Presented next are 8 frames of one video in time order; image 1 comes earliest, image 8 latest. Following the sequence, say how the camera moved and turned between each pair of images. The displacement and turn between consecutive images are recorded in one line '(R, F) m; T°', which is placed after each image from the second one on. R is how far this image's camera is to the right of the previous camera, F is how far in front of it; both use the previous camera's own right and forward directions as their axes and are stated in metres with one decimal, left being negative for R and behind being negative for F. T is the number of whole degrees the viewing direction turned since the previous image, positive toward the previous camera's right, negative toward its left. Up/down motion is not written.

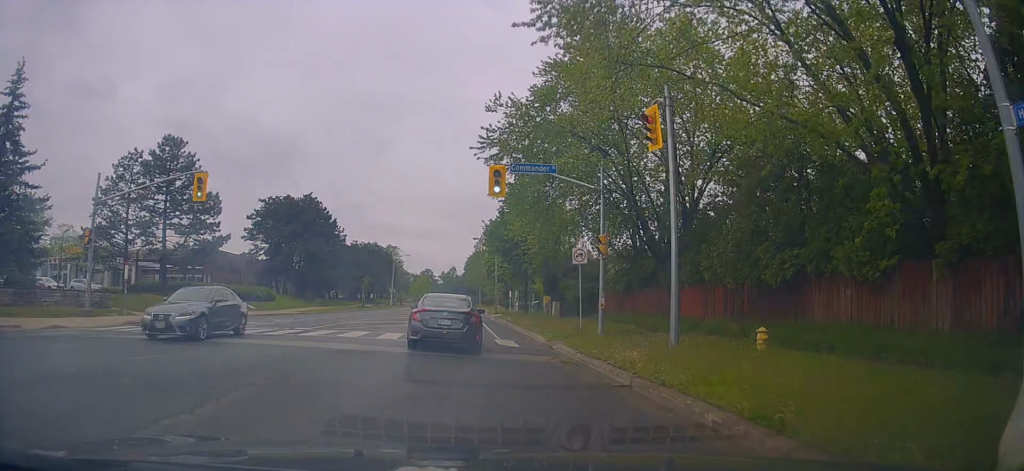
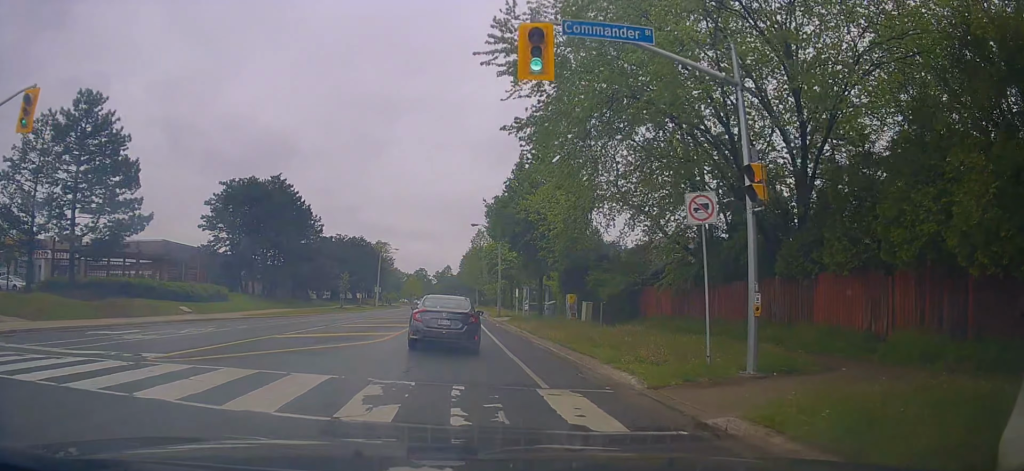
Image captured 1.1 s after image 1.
(-0.2, +11.3) m; -3°
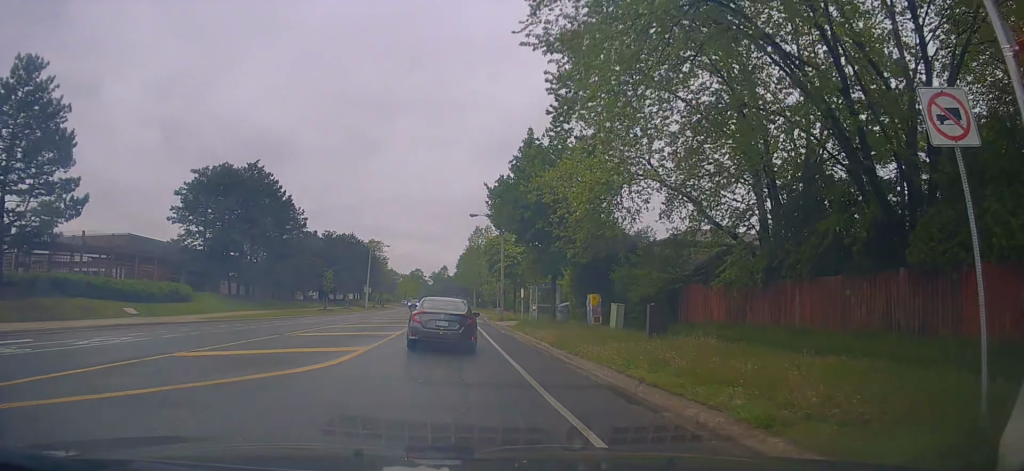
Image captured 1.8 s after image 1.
(-0.1, +6.3) m; +1°
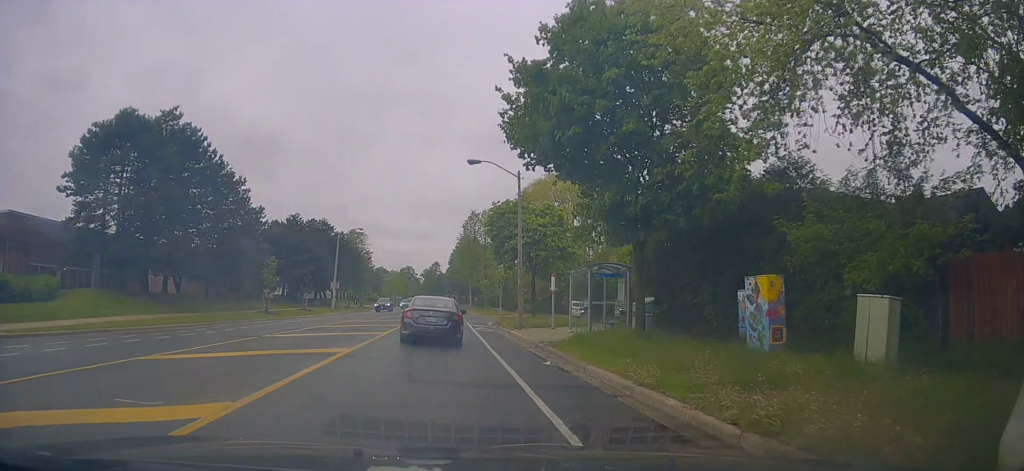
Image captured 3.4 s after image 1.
(+1.4, +16.2) m; +3°
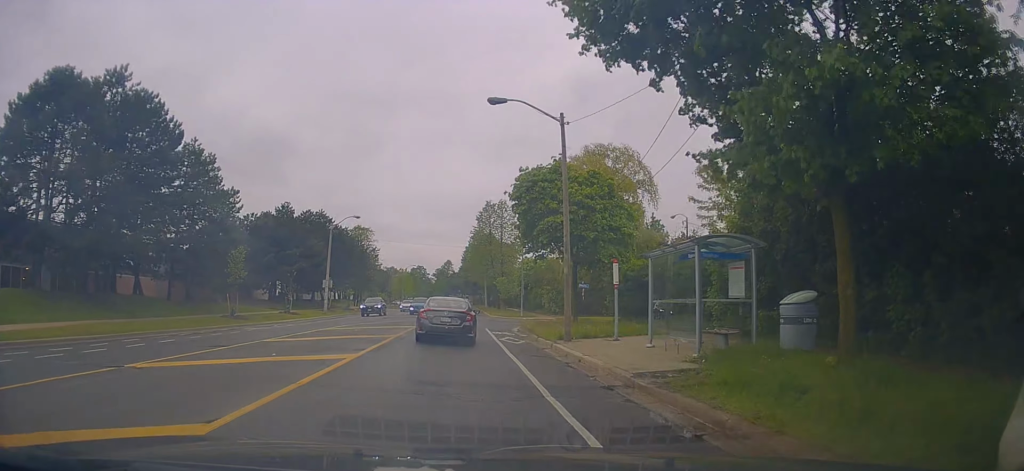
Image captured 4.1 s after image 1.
(-0.6, +8.0) m; -2°
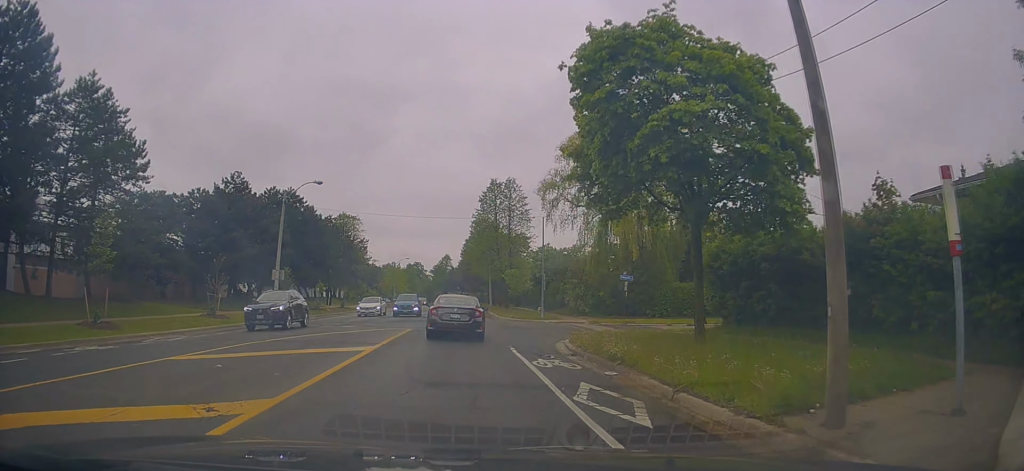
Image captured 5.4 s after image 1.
(0.0, +13.4) m; +4°
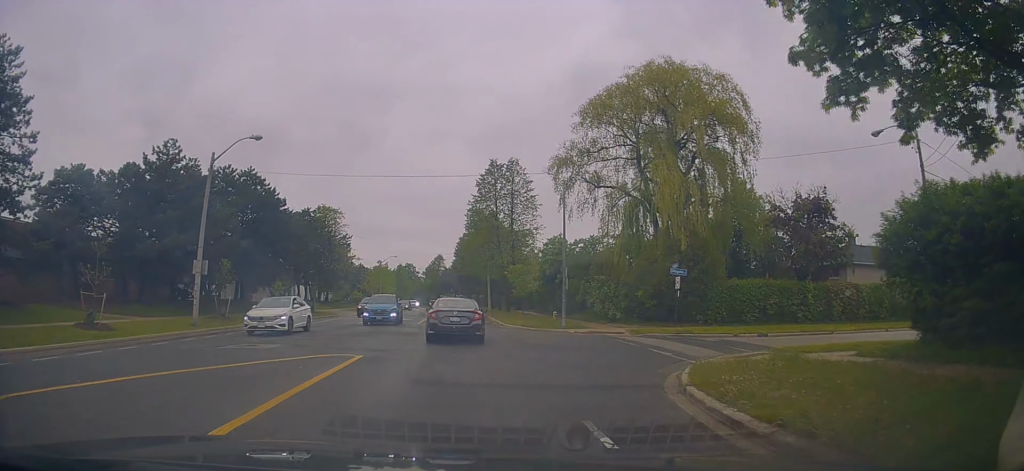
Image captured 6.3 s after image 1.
(+0.6, +10.2) m; -2°
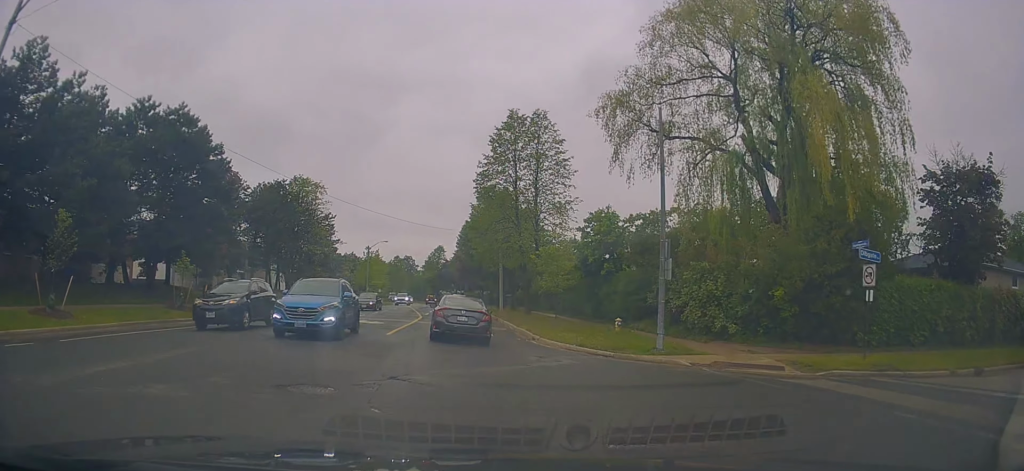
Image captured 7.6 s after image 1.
(-0.9, +14.4) m; -1°
